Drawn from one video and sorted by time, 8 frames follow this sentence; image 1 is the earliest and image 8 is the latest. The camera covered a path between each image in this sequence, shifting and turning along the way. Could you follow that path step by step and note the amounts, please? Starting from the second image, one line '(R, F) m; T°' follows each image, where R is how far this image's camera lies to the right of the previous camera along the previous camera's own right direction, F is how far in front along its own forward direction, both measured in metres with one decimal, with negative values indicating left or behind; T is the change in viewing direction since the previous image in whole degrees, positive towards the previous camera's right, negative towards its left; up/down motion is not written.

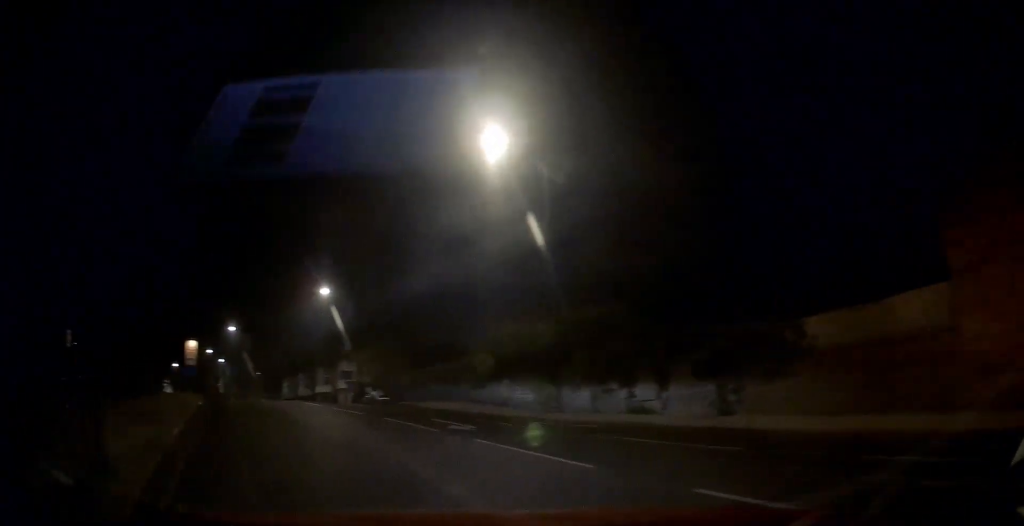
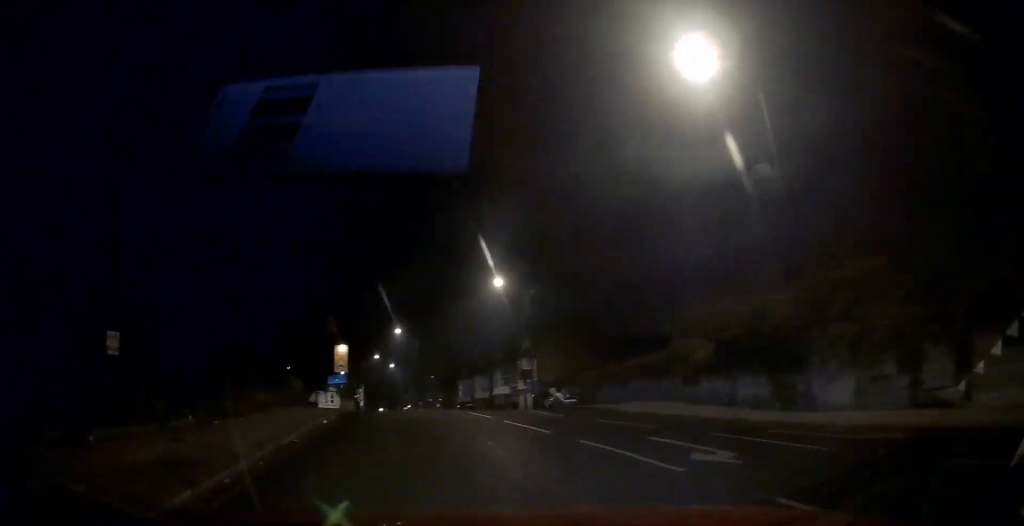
(-1.3, +4.9) m; -24°
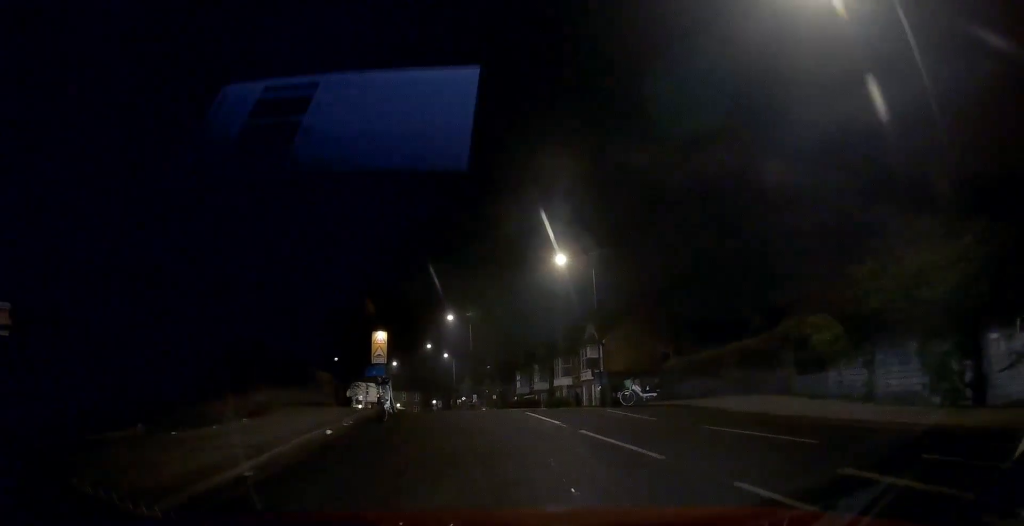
(-0.6, +4.3) m; -12°
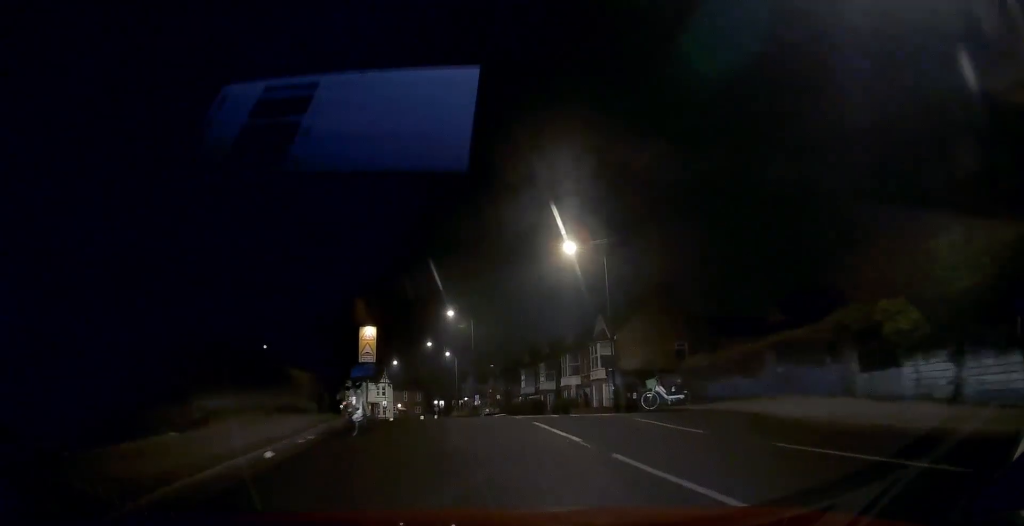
(-0.2, +3.0) m; -4°
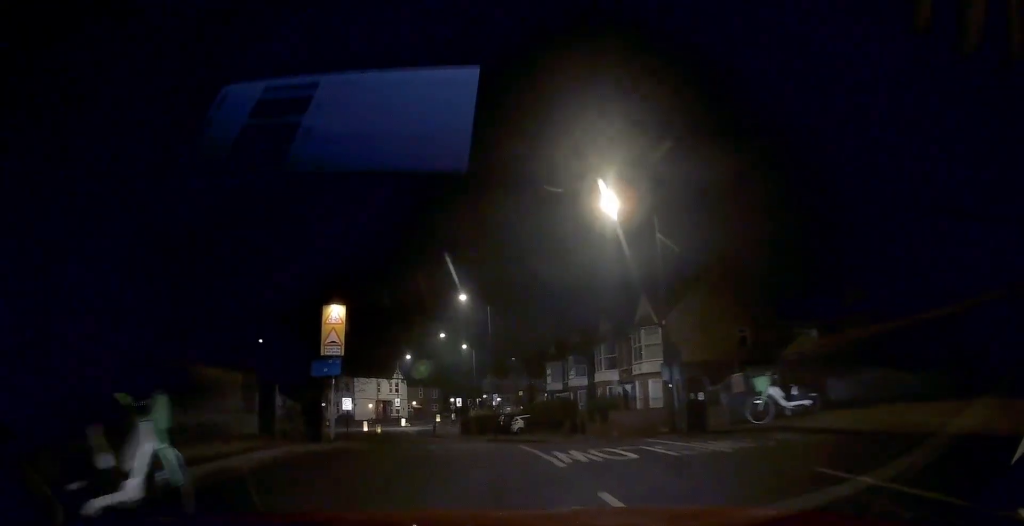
(-0.4, +7.6) m; -4°
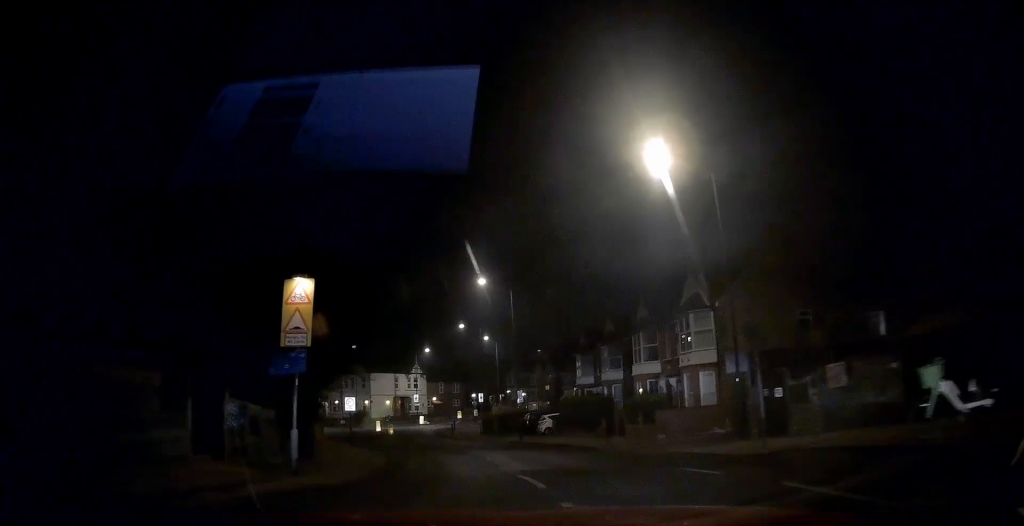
(-0.1, +5.1) m; -2°
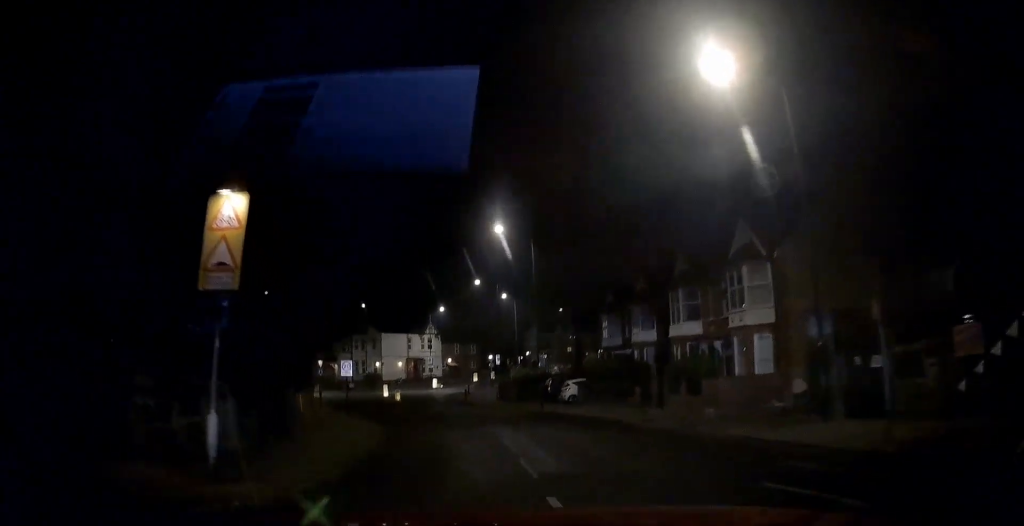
(0.0, +4.7) m; -2°
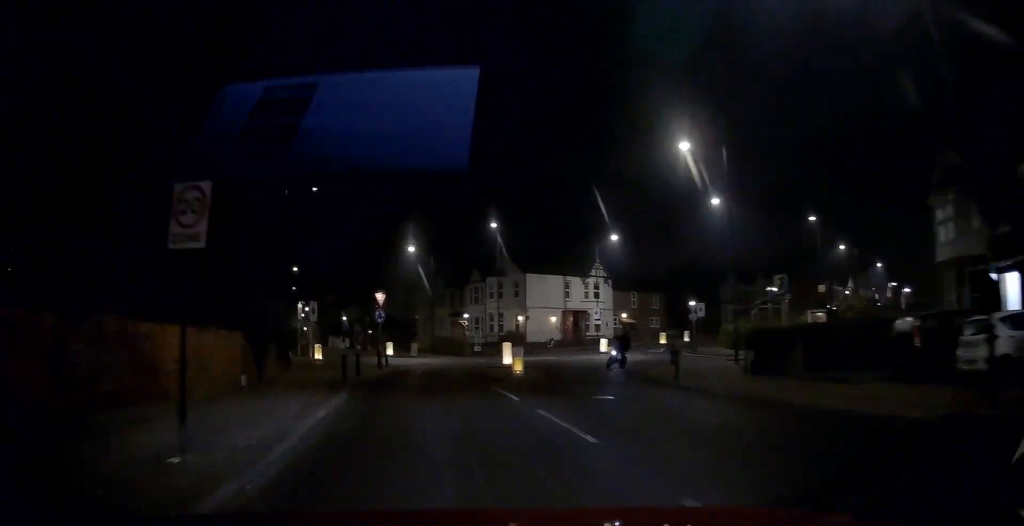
(-2.4, +25.6) m; -12°
